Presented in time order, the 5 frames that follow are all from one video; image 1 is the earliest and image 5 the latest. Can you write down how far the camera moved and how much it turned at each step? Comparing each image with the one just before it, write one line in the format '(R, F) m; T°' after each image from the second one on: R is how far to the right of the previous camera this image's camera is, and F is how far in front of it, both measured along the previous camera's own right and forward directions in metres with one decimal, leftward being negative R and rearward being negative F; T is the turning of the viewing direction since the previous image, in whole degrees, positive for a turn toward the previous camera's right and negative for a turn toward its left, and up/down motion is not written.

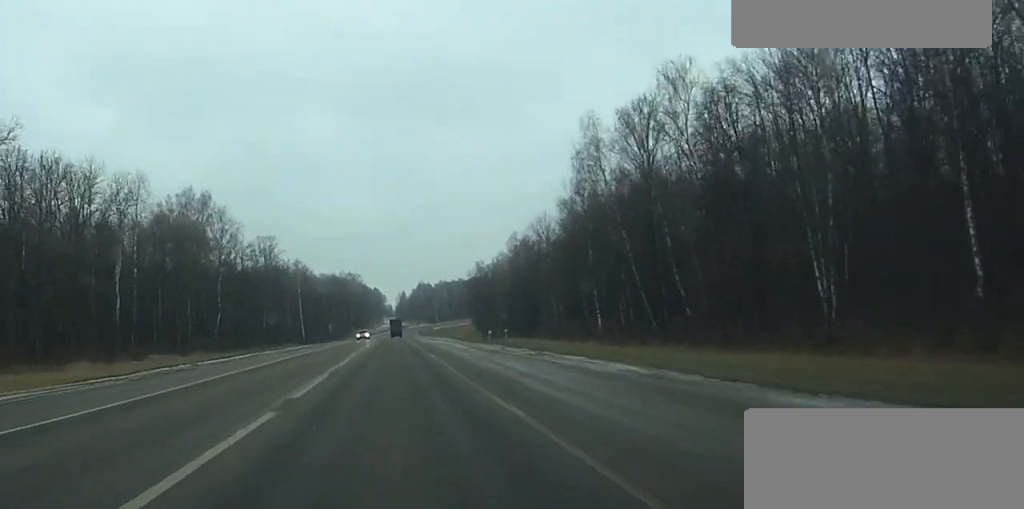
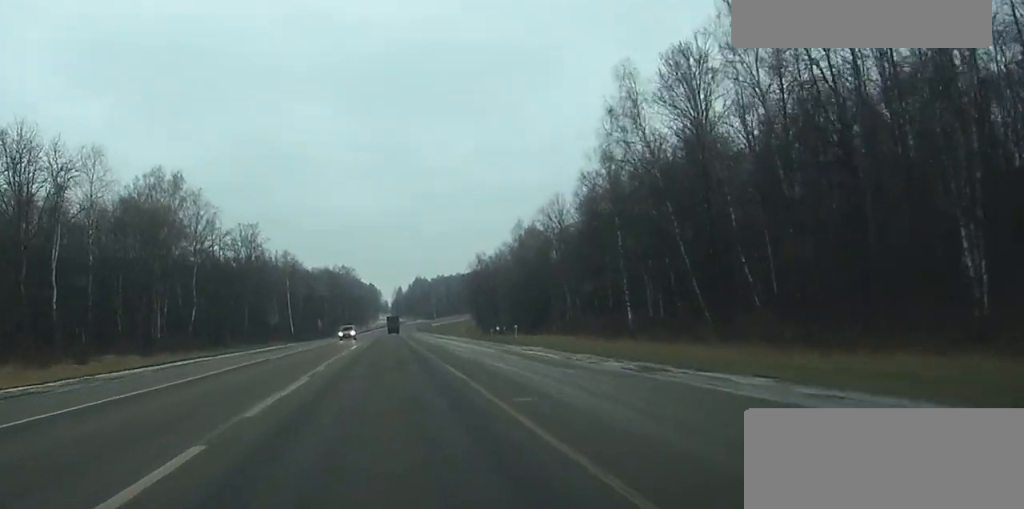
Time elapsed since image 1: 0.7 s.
(0.0, +16.2) m; 0°
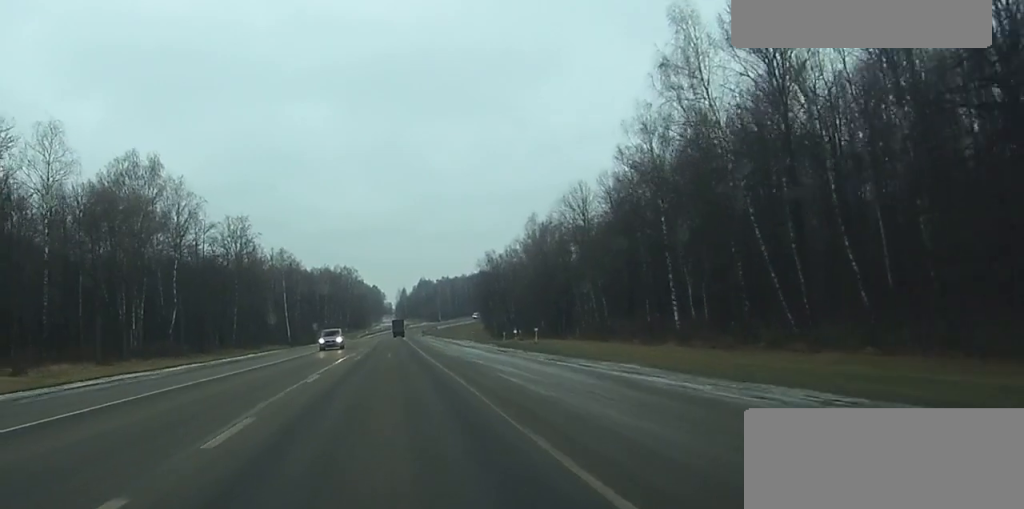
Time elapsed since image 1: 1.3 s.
(0.0, +14.6) m; 0°
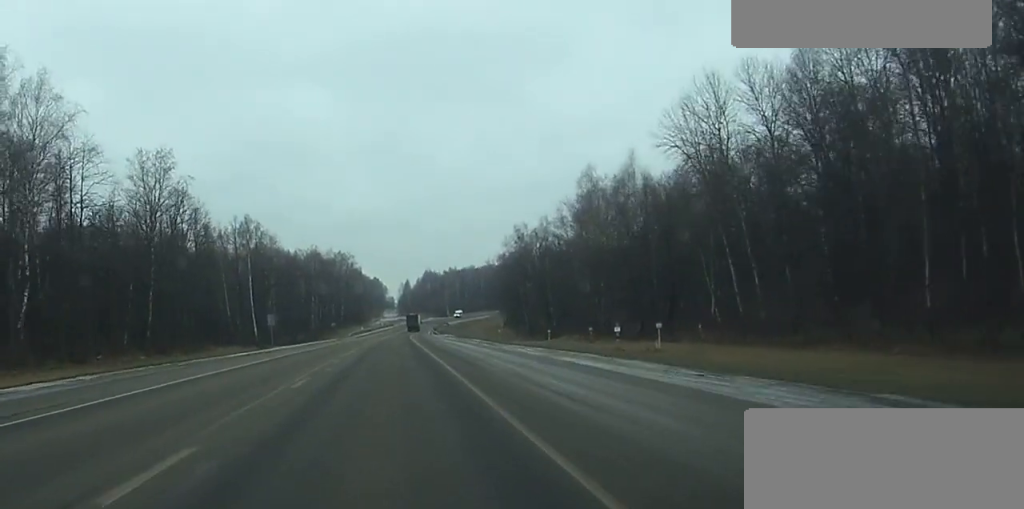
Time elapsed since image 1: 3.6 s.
(+0.1, +51.9) m; 0°
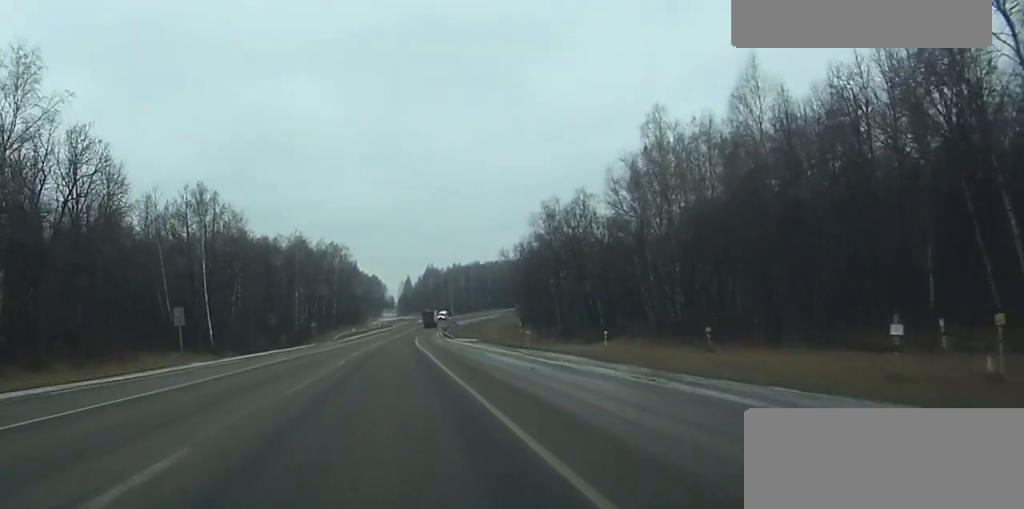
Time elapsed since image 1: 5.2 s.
(0.0, +36.6) m; 0°
